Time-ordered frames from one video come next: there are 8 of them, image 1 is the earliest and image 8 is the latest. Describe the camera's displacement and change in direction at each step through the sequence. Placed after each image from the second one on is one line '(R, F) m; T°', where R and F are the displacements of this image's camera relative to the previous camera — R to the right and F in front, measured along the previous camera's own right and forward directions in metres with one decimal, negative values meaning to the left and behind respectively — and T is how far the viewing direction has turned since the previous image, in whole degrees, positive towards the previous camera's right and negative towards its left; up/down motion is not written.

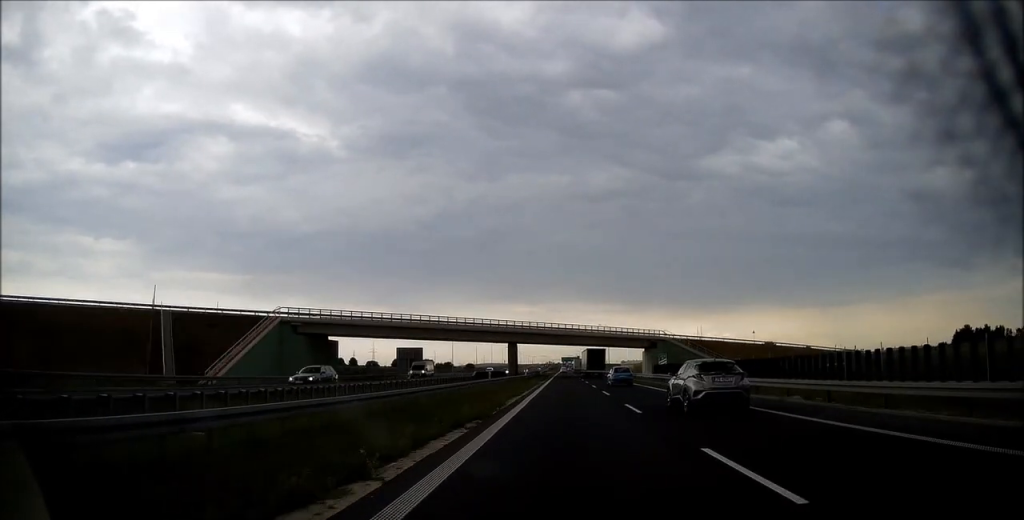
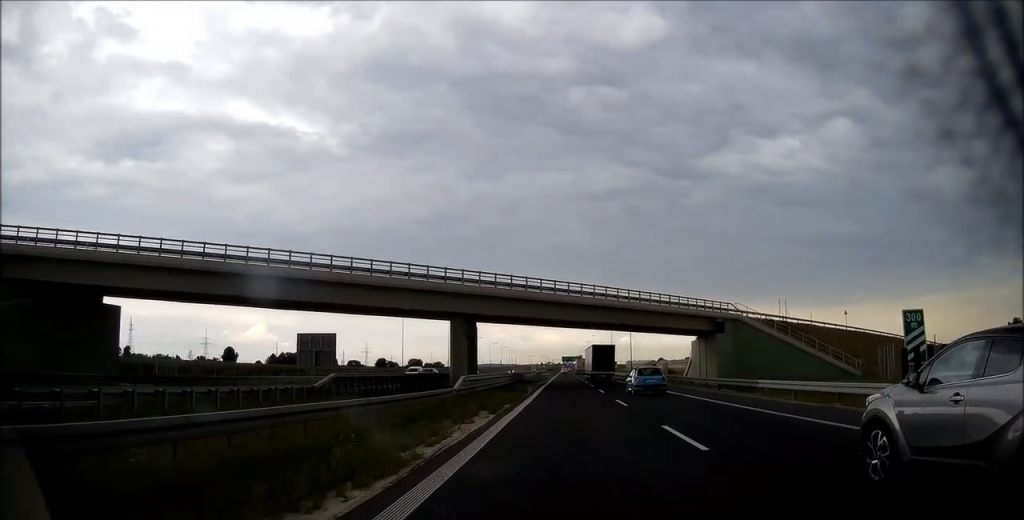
(-0.1, +44.8) m; 0°
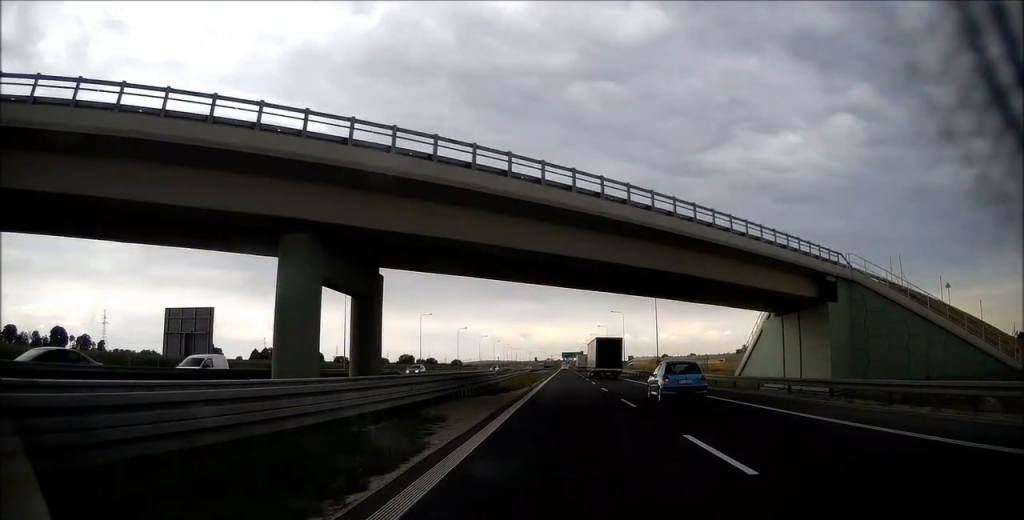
(0.0, +26.6) m; 0°
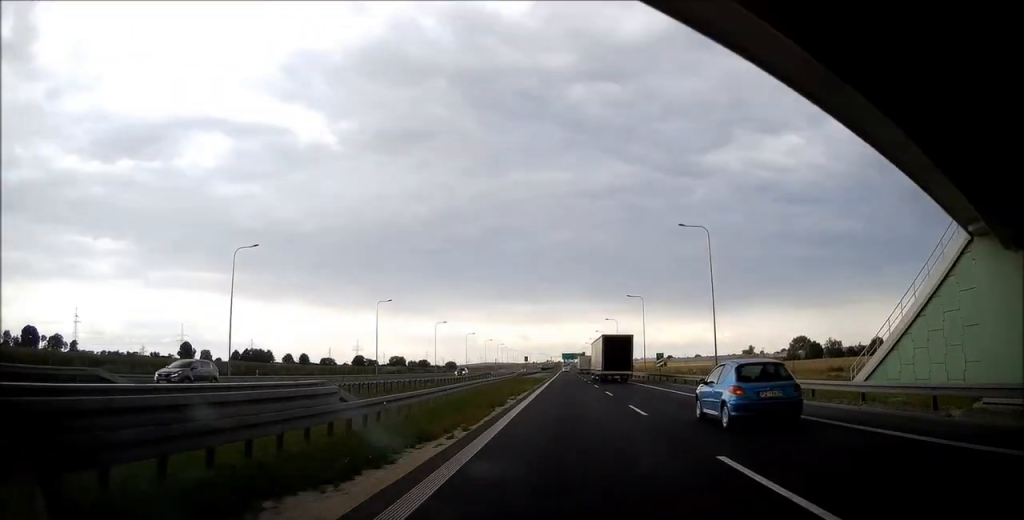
(+0.1, +26.4) m; 0°
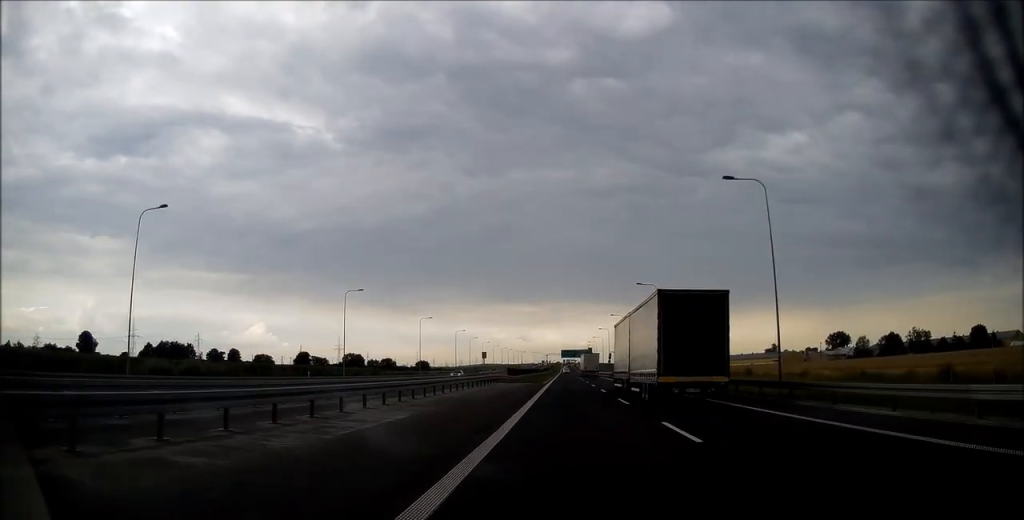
(-0.2, +90.2) m; 0°
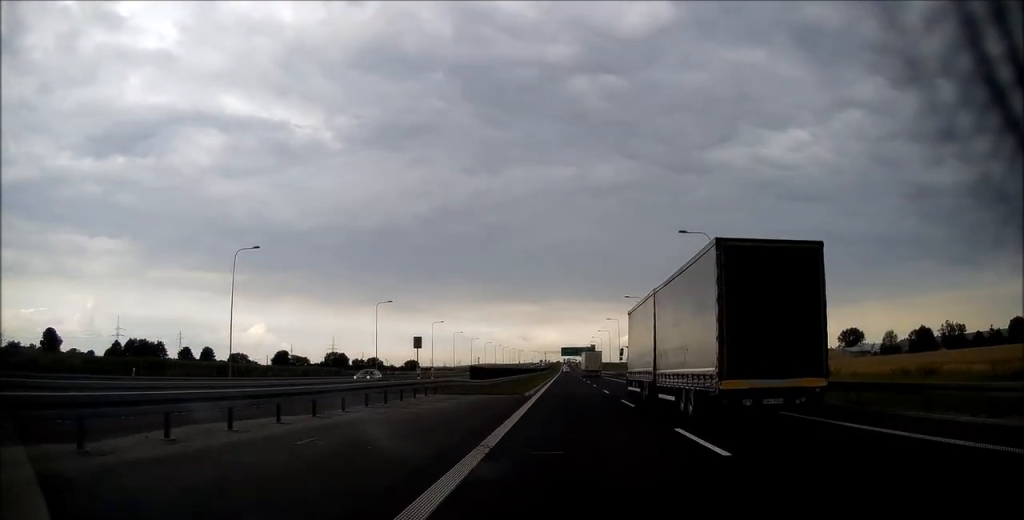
(0.0, +25.7) m; 0°
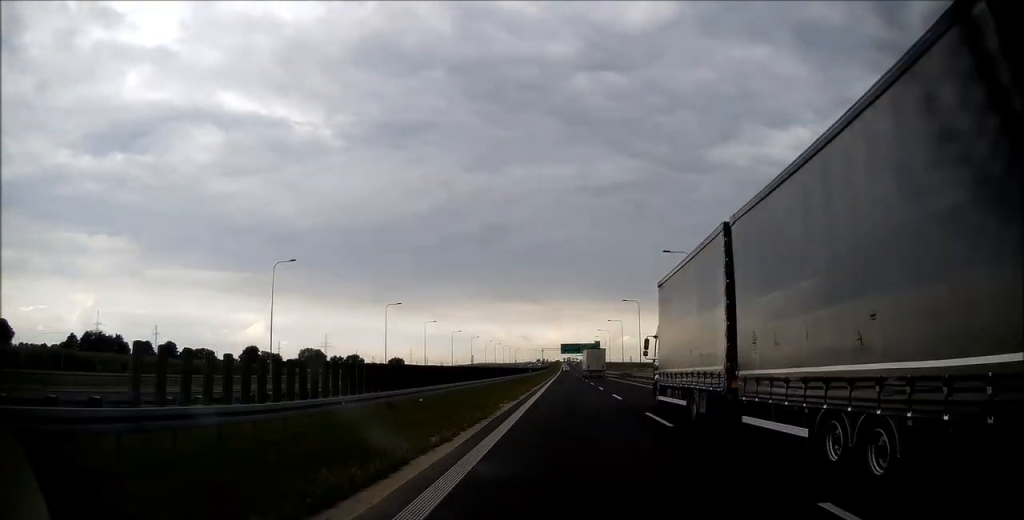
(0.0, +31.4) m; 0°
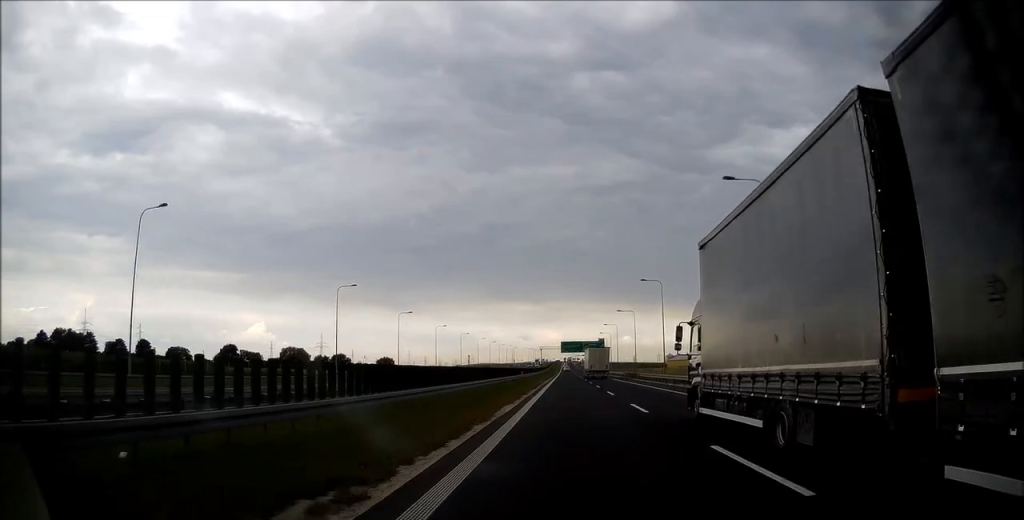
(0.0, +19.7) m; 0°
